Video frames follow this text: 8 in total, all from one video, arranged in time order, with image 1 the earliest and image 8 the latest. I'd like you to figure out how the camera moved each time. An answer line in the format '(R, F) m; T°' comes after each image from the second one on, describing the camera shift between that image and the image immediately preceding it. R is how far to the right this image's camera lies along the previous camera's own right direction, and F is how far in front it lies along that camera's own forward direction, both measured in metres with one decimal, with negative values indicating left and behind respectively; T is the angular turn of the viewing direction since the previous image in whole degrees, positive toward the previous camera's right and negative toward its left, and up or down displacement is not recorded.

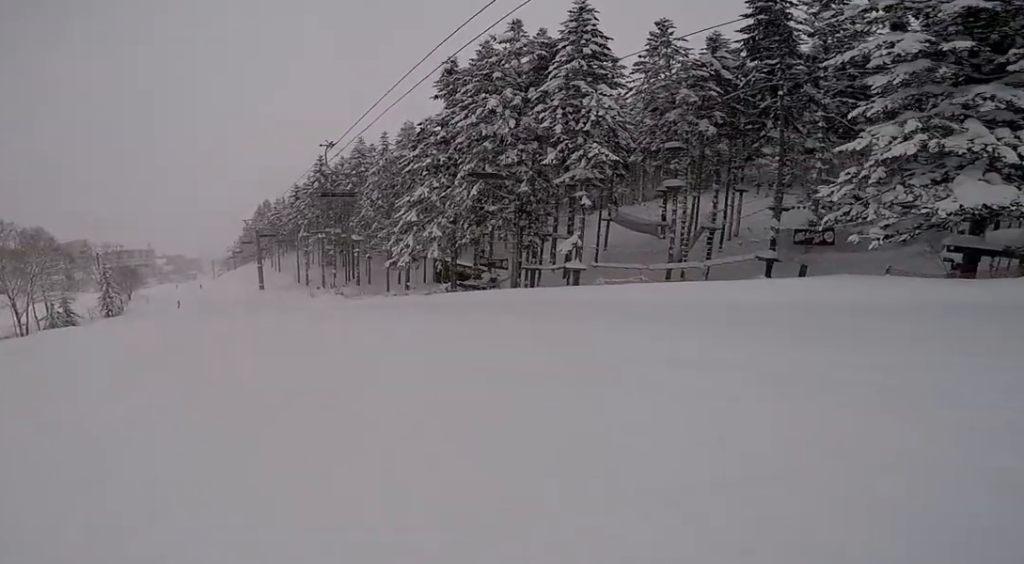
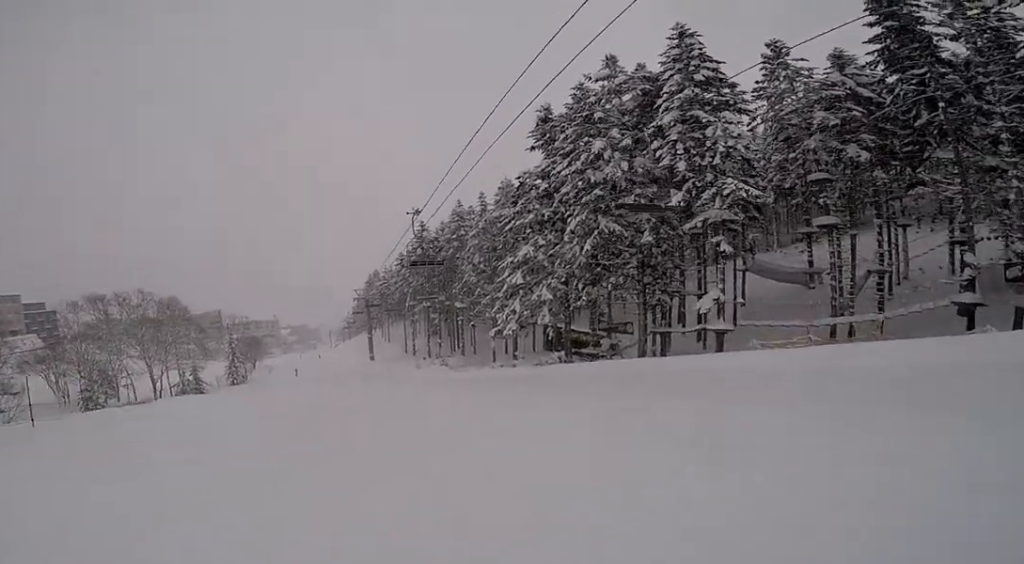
(0.0, +2.7) m; -6°
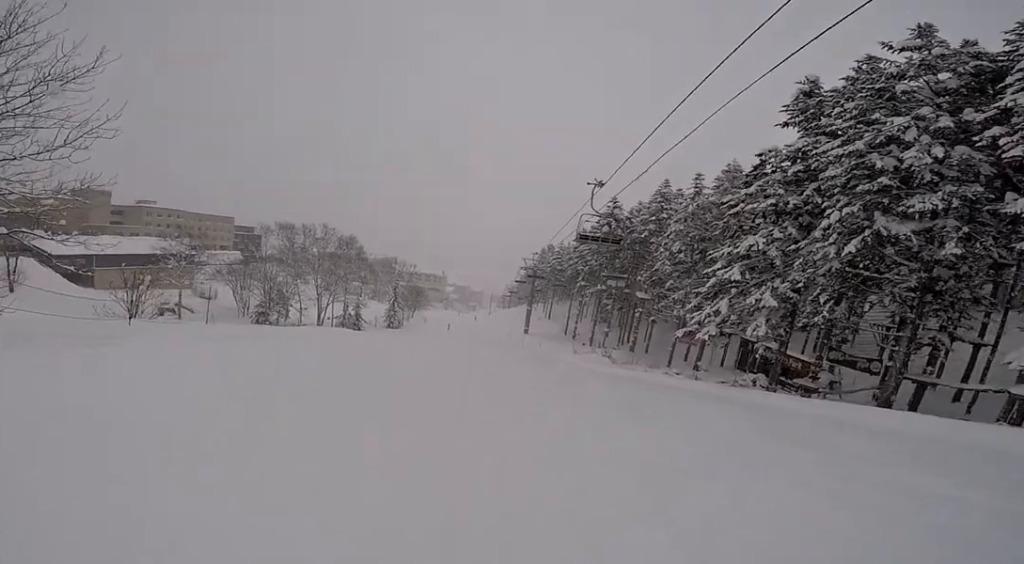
(-0.5, +4.1) m; -20°
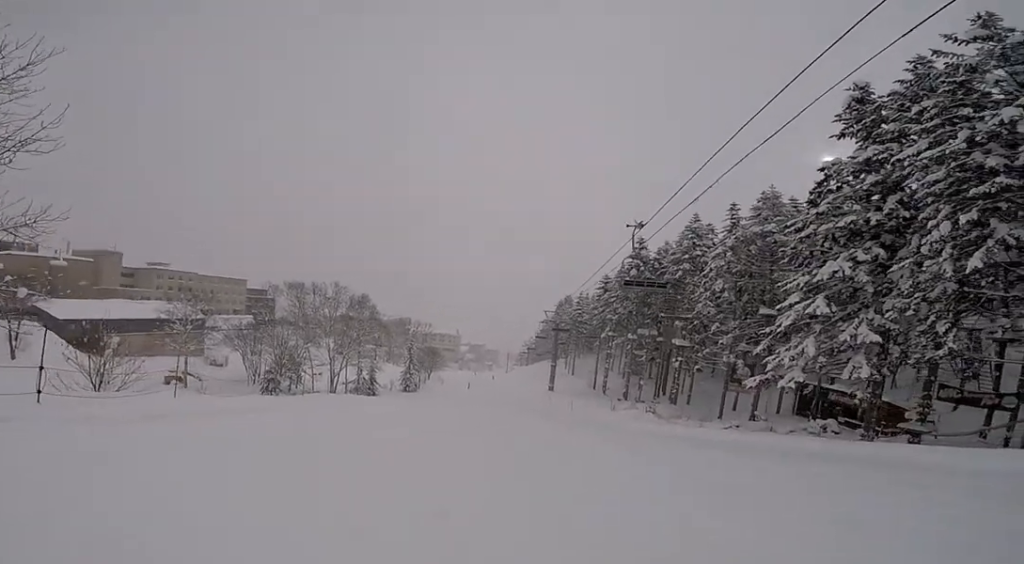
(-1.2, +4.5) m; -6°
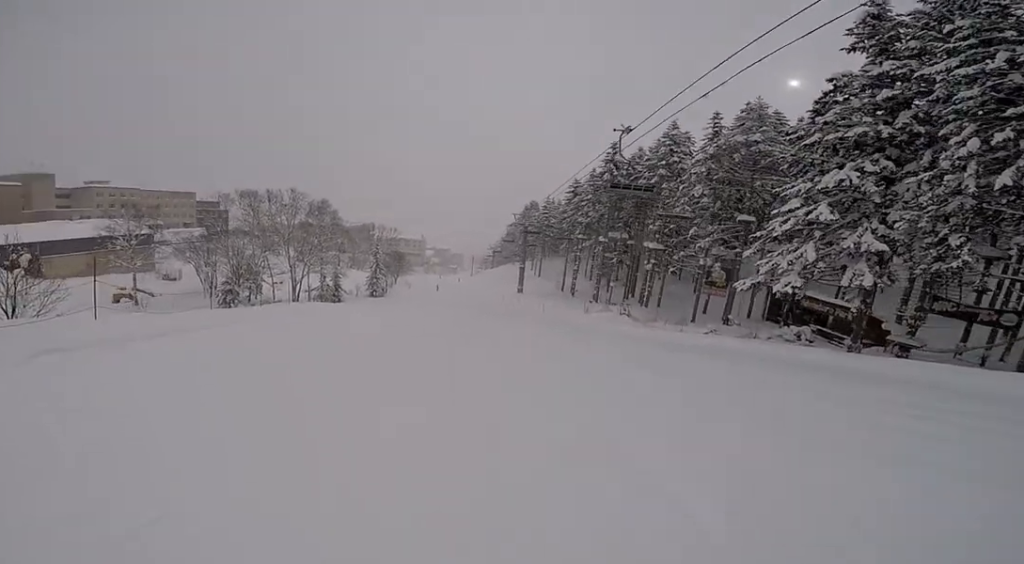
(+0.1, +2.3) m; +7°
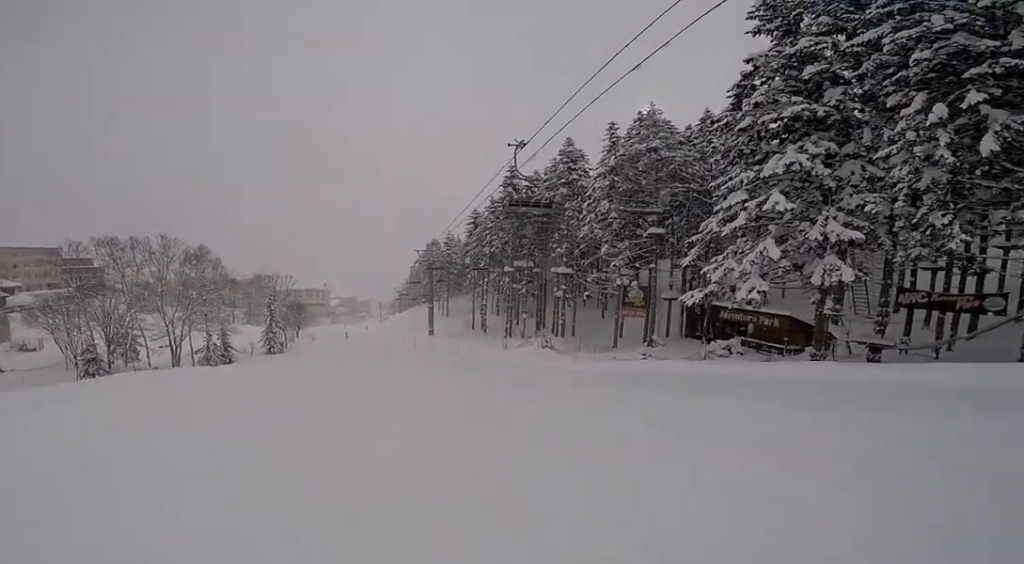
(+1.5, +5.4) m; +10°
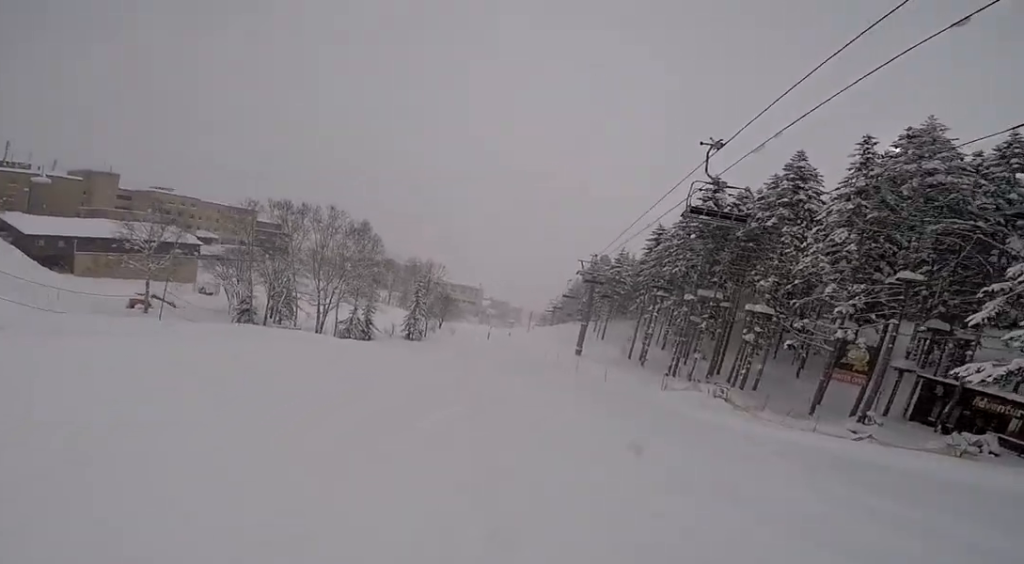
(-0.2, +3.6) m; -11°
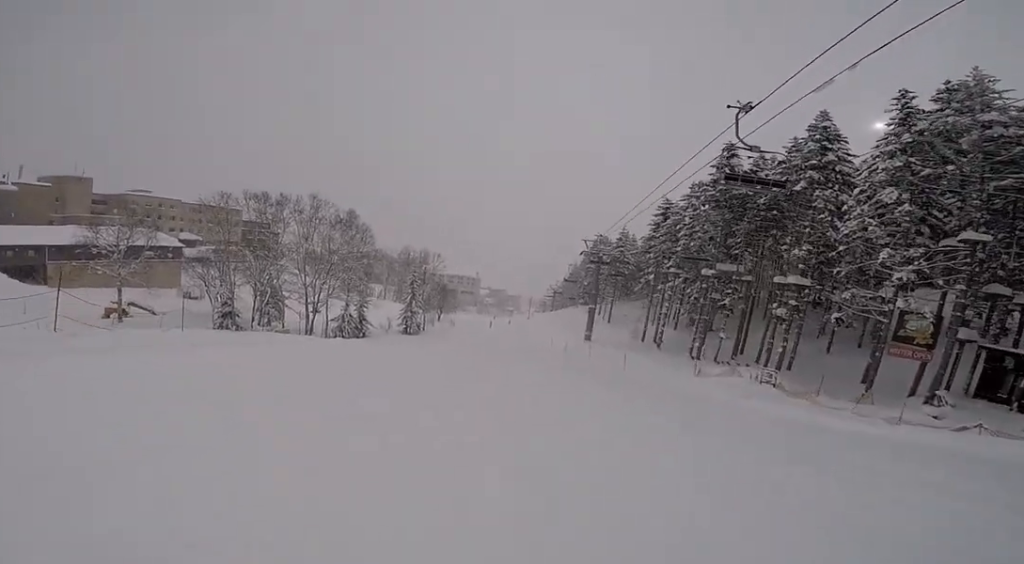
(-0.9, +4.1) m; +1°
